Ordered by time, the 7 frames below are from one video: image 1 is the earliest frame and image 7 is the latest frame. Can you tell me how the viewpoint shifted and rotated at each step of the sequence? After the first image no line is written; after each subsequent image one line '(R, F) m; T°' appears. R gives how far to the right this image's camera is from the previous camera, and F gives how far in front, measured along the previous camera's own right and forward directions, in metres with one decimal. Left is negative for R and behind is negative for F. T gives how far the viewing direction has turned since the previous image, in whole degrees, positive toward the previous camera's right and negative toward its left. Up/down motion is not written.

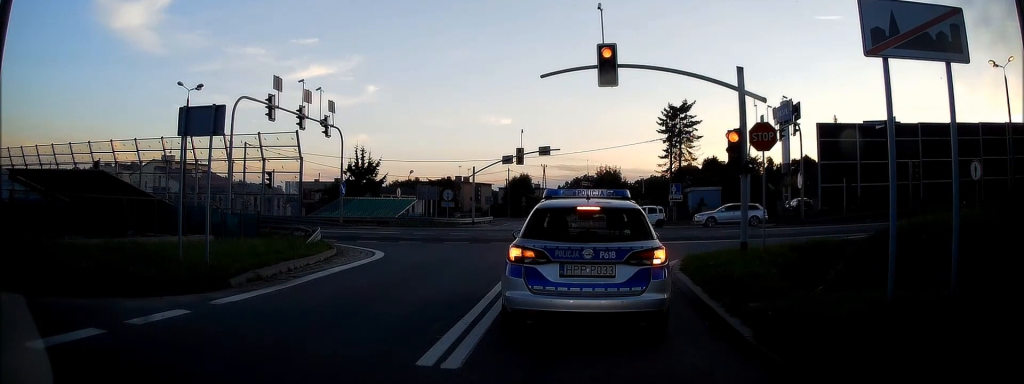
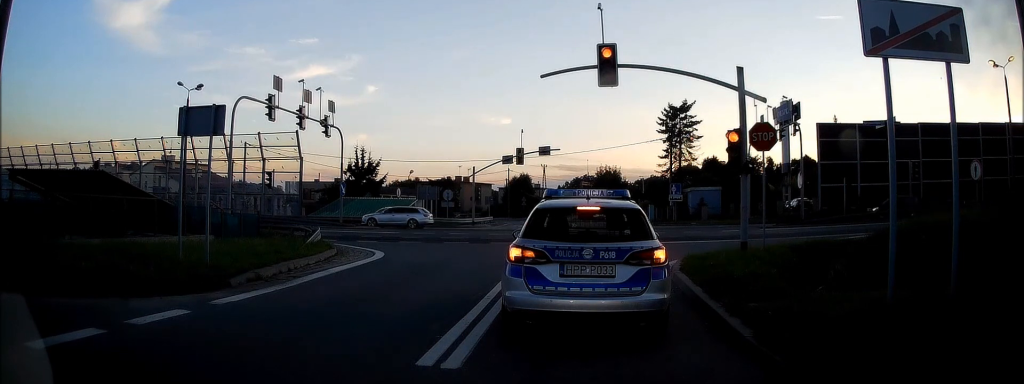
(0.0, -0.1) m; 0°
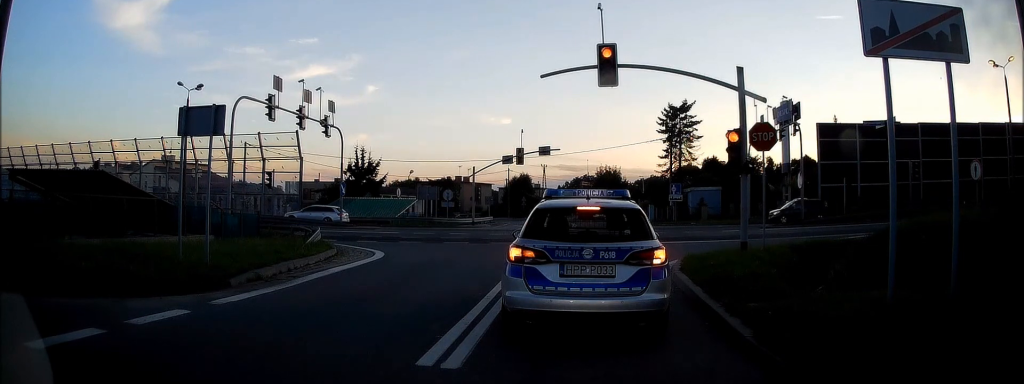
(0.0, 0.0) m; 0°
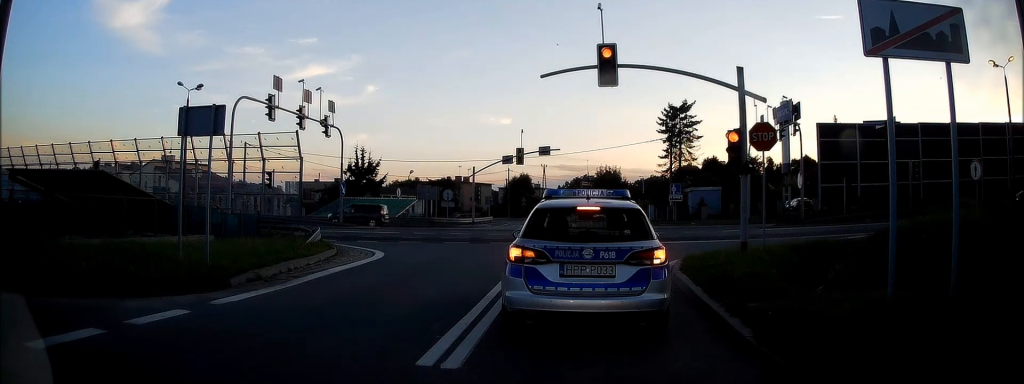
(0.0, 0.0) m; 0°
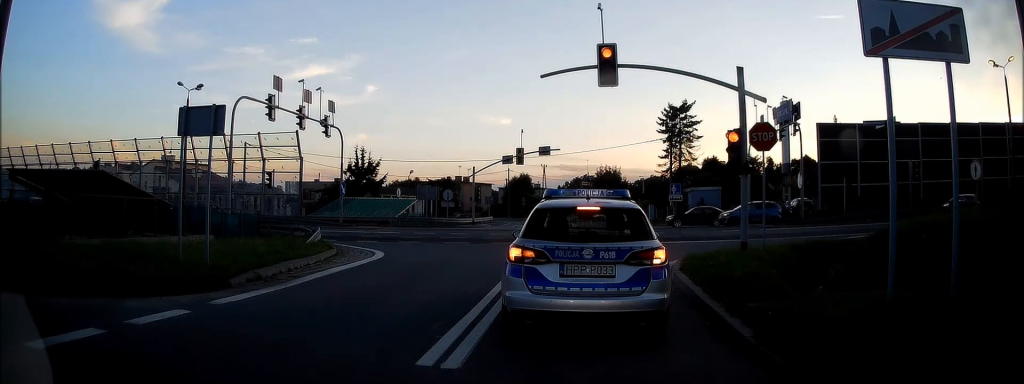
(0.0, 0.0) m; 0°
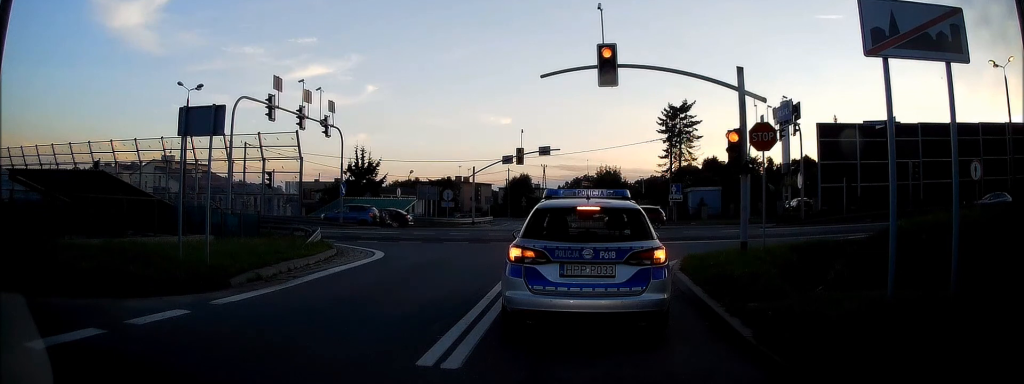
(0.0, 0.0) m; 0°
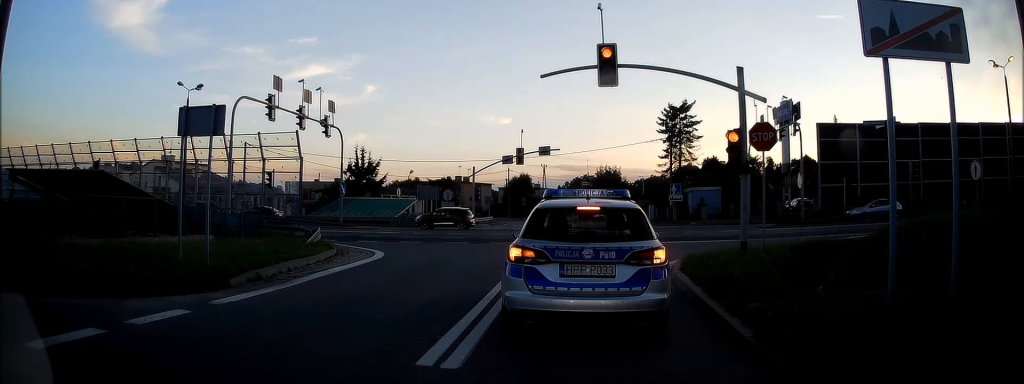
(0.0, 0.0) m; 0°
